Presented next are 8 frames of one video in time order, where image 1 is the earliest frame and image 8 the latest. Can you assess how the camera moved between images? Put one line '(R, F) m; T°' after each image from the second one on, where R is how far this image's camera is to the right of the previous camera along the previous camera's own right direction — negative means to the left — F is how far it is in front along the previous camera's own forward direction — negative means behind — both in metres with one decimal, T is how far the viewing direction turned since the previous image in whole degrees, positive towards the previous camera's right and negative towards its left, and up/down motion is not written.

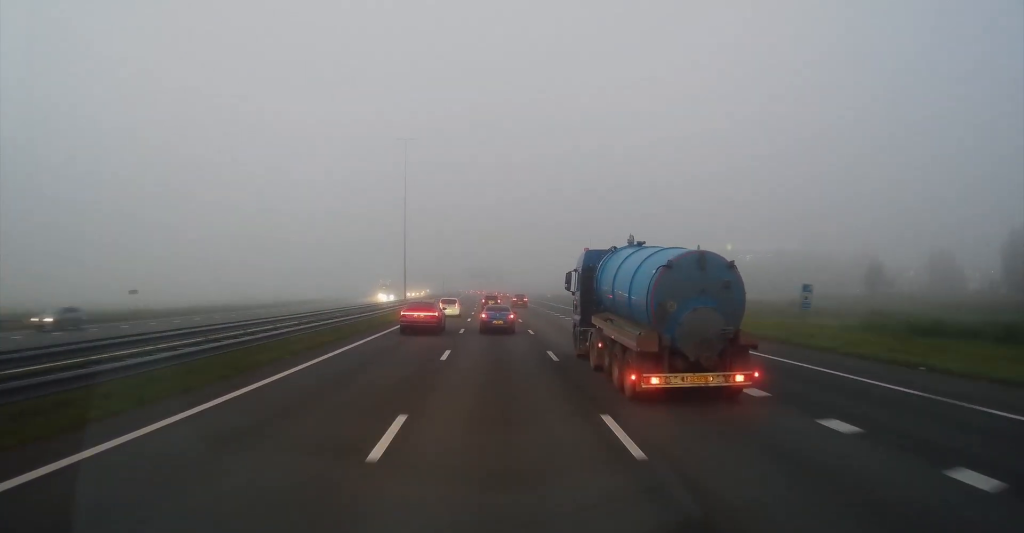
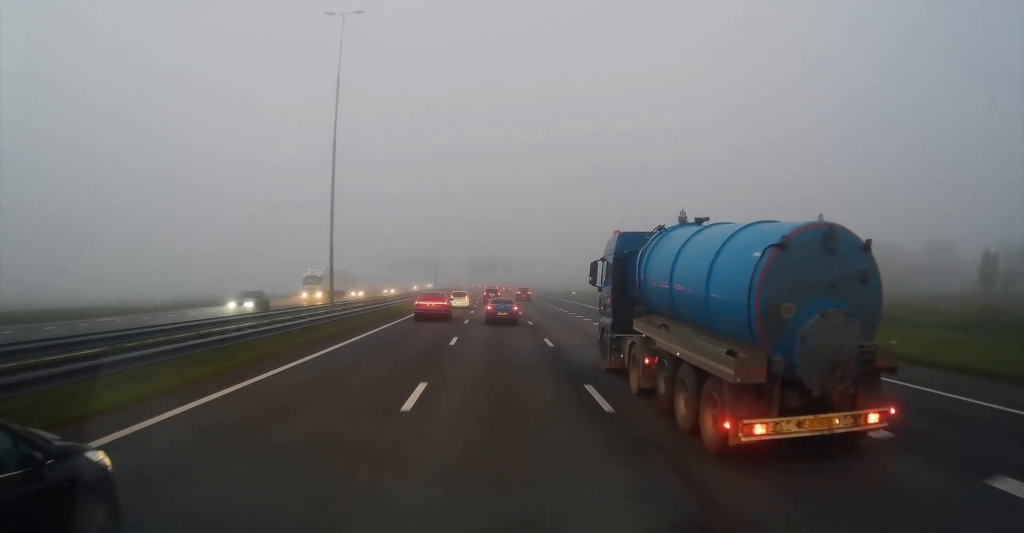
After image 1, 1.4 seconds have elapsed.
(+0.2, +33.2) m; 0°
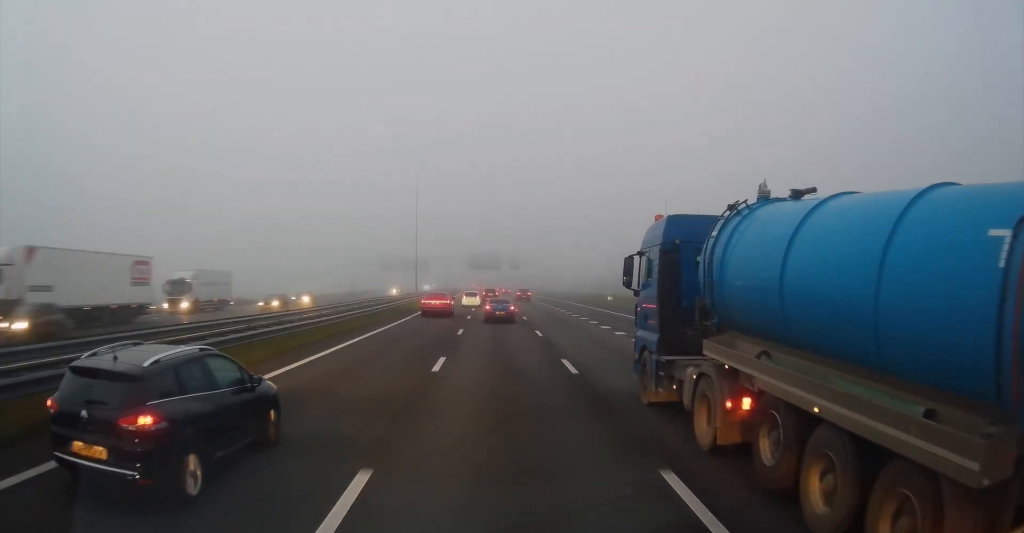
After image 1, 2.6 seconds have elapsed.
(-0.3, +30.1) m; 0°
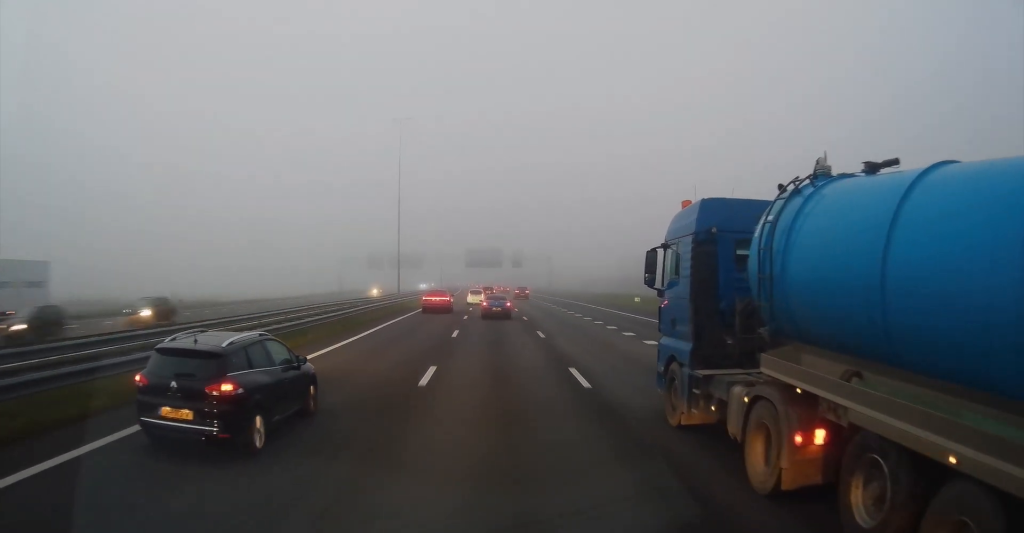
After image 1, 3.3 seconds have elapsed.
(0.0, +15.0) m; 0°
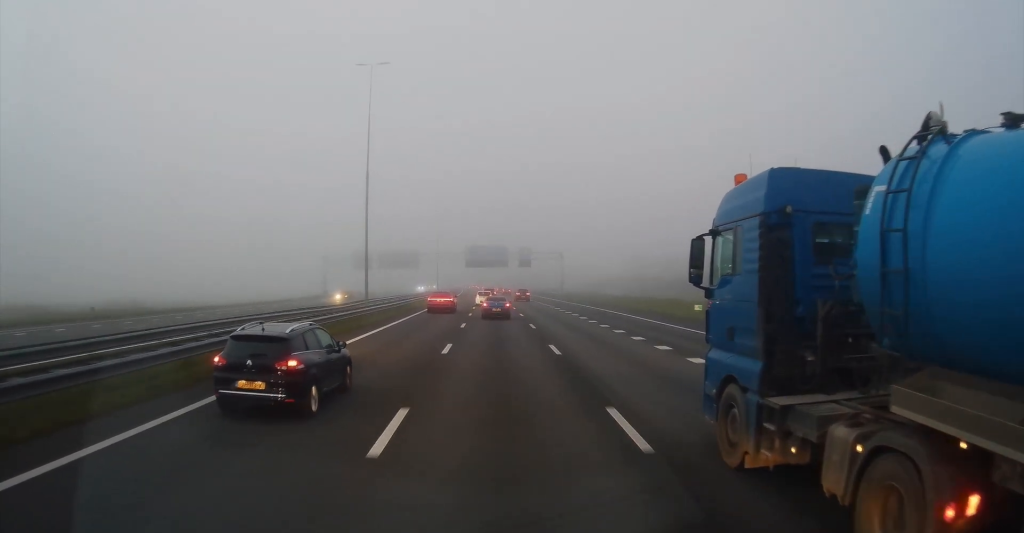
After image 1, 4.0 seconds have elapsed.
(+0.1, +16.9) m; 0°
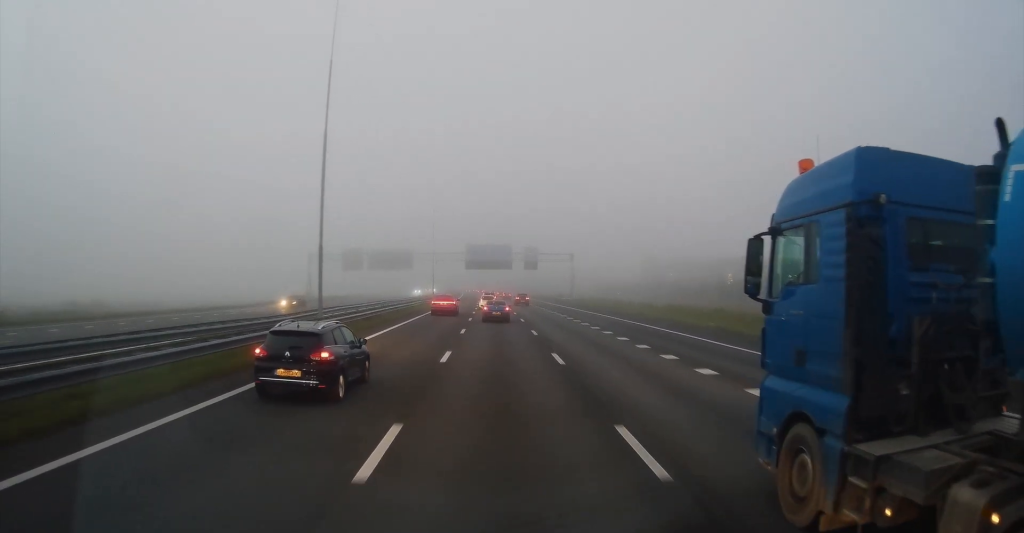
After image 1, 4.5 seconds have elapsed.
(0.0, +13.0) m; 0°
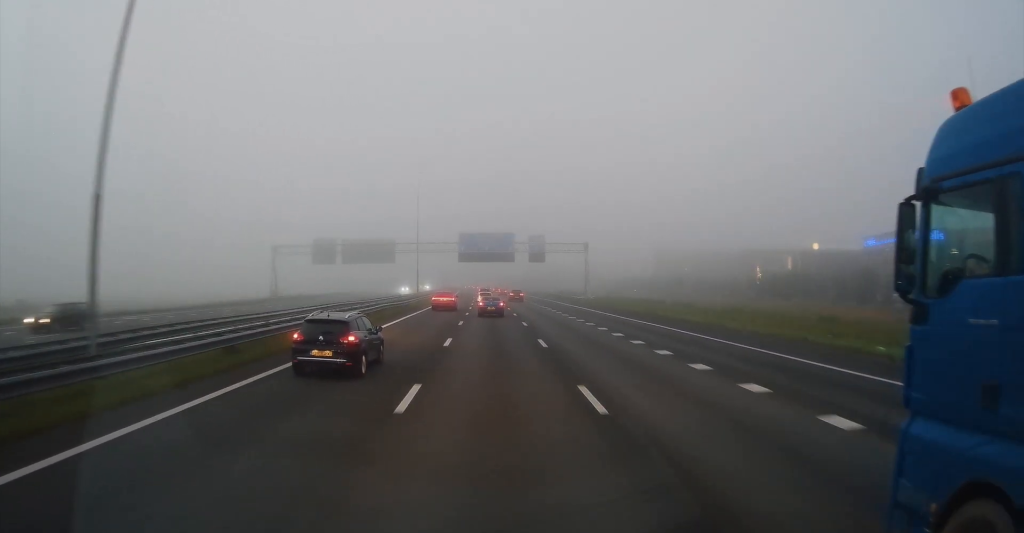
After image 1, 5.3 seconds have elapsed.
(-0.1, +20.2) m; -1°
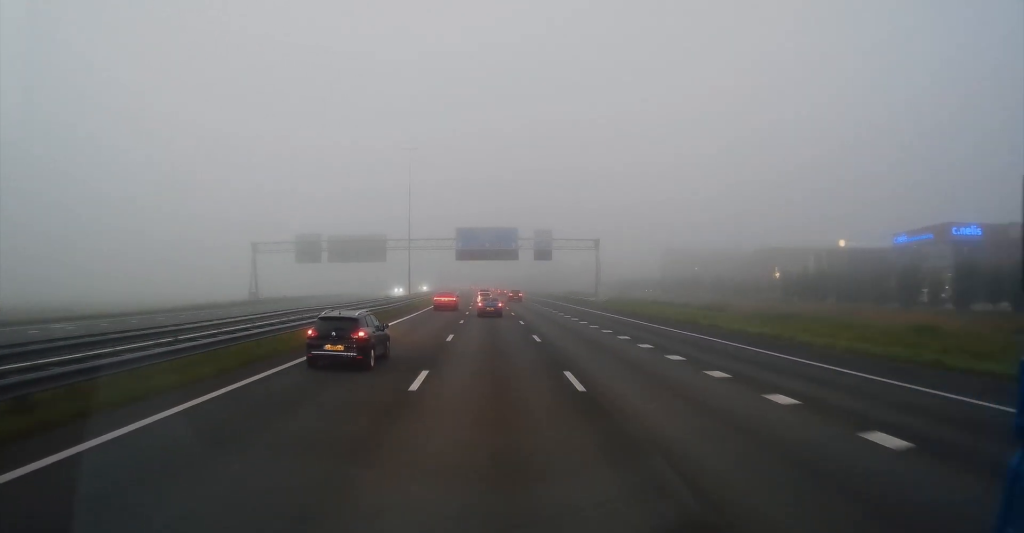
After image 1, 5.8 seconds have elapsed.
(-0.1, +10.2) m; 0°
